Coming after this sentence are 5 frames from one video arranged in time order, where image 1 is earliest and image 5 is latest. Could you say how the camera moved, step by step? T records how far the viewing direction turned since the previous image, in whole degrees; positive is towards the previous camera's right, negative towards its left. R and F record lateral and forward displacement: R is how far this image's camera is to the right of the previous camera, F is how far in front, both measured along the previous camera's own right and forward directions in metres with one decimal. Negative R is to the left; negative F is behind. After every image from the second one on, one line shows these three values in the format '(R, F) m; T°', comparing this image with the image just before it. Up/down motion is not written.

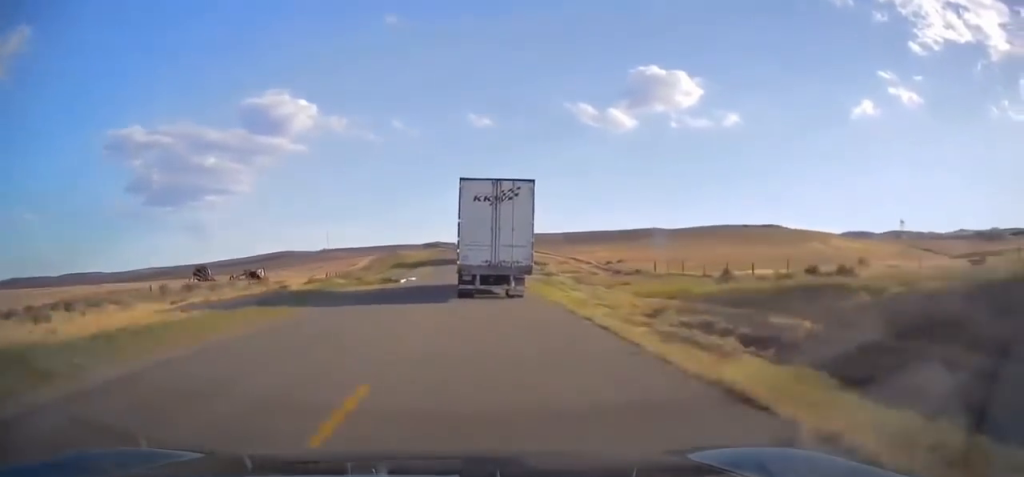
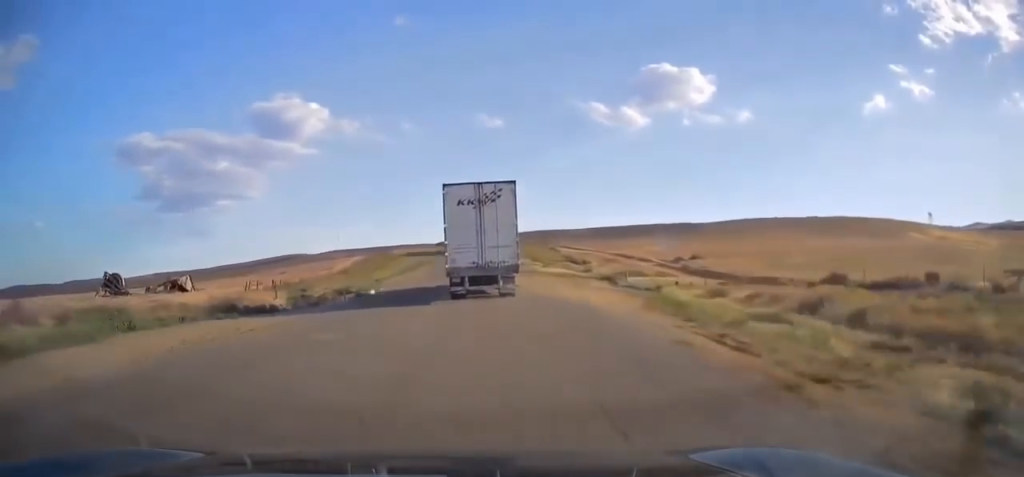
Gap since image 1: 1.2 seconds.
(0.0, +33.7) m; -1°
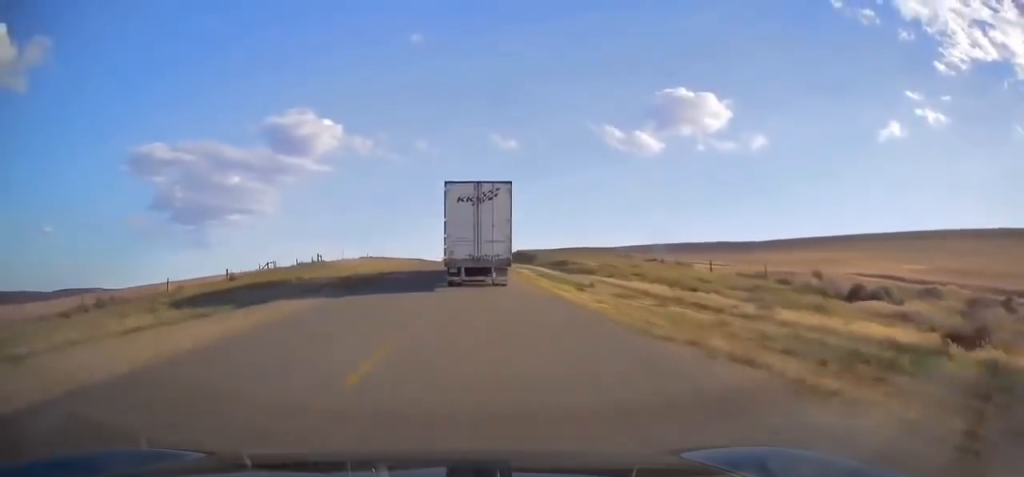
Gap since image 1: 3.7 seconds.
(-2.0, +65.8) m; -1°
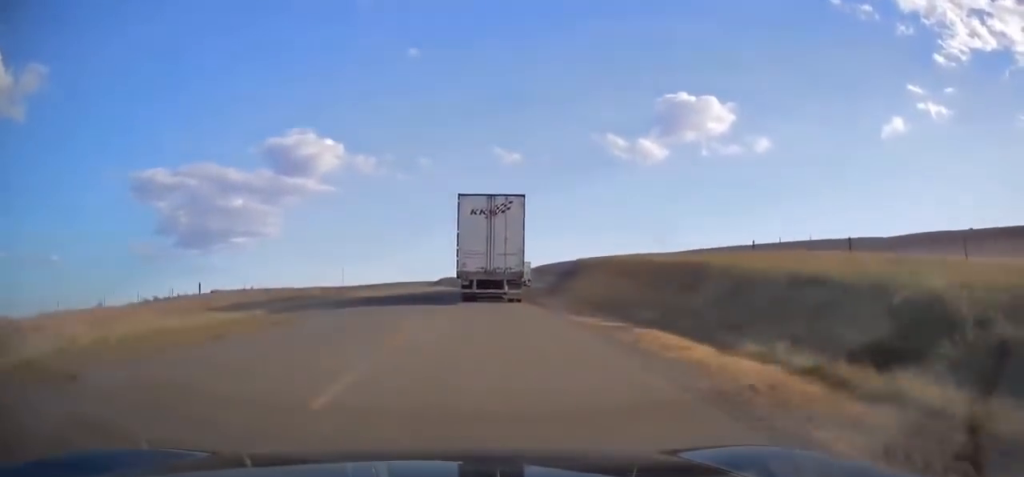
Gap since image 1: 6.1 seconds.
(-0.4, +64.6) m; -1°
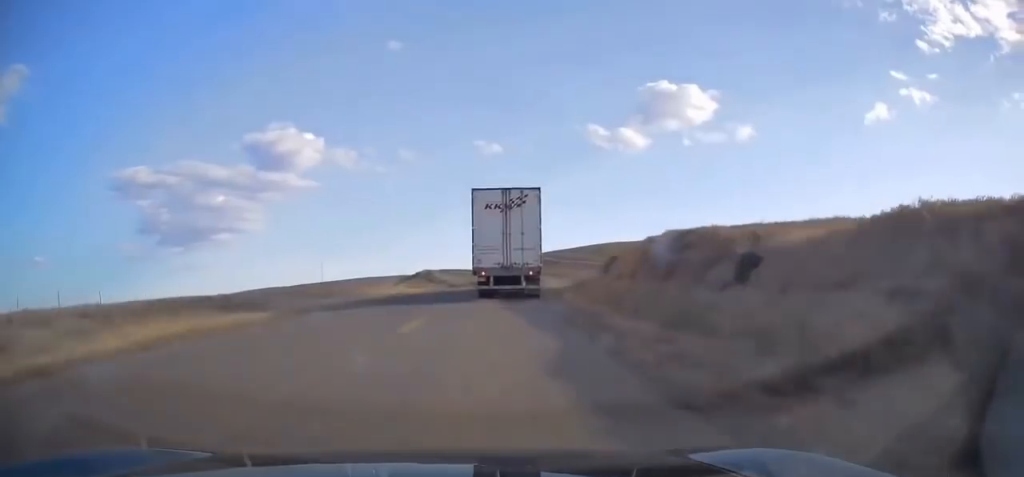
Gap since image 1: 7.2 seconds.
(+0.4, +29.2) m; +2°
